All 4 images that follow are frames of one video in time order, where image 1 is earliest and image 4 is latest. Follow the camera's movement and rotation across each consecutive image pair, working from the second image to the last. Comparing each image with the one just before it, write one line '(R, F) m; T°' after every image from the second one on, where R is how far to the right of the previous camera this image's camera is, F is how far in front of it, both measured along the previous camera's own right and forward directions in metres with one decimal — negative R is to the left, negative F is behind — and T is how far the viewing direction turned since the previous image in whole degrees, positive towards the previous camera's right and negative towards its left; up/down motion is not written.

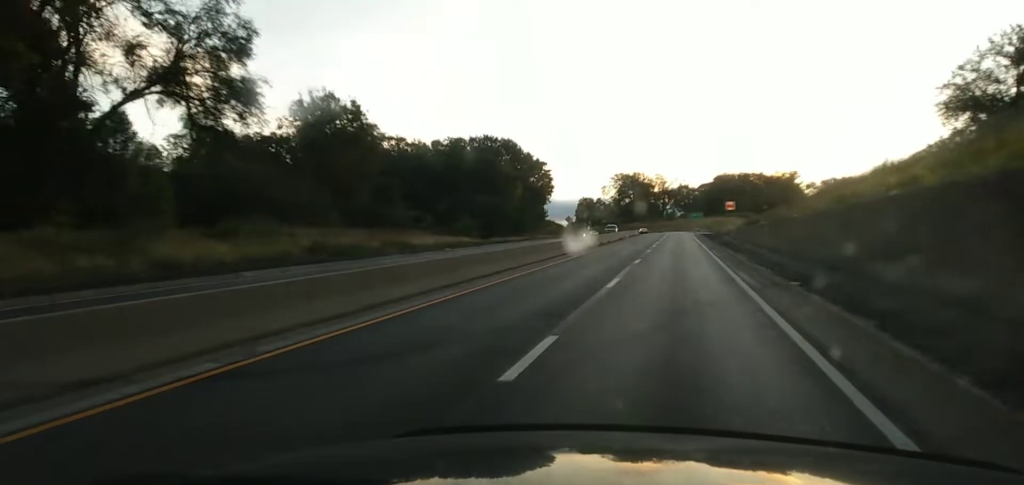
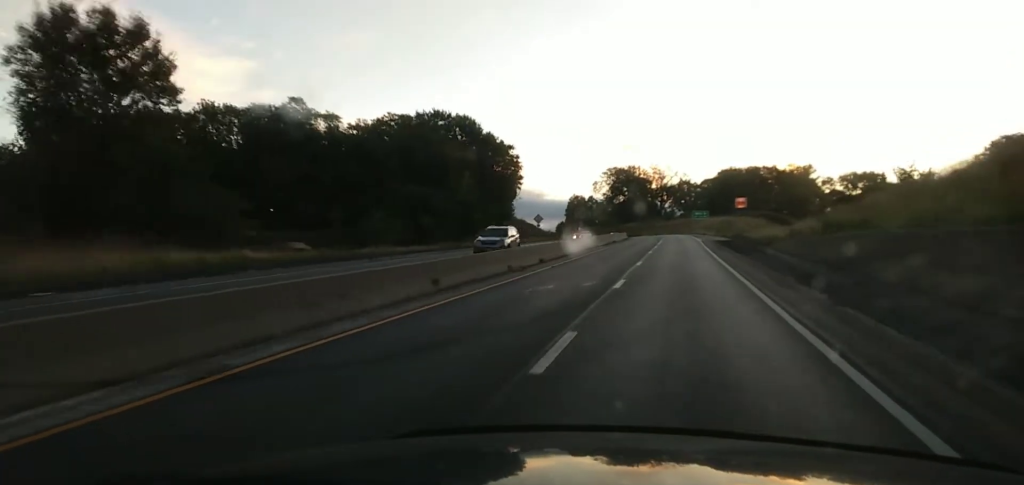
(-0.1, +36.7) m; -1°
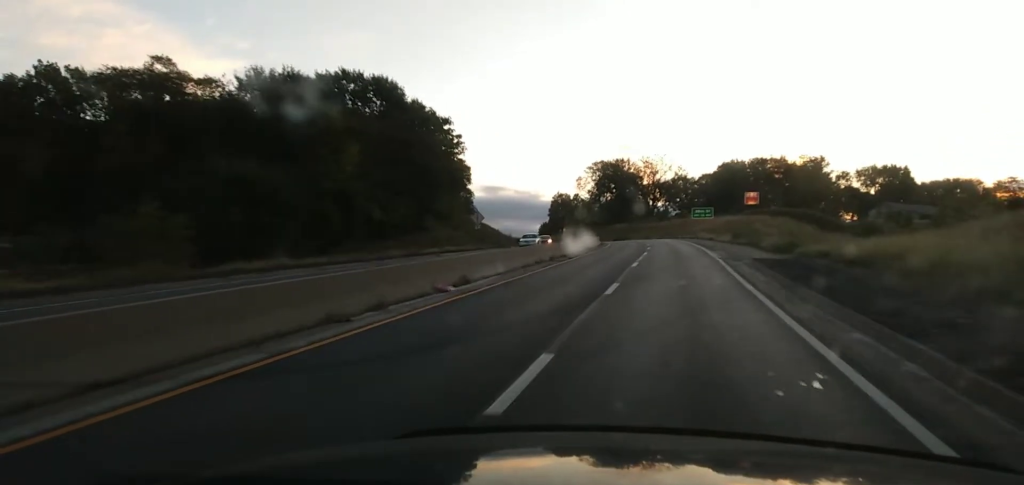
(-0.2, +38.9) m; 0°
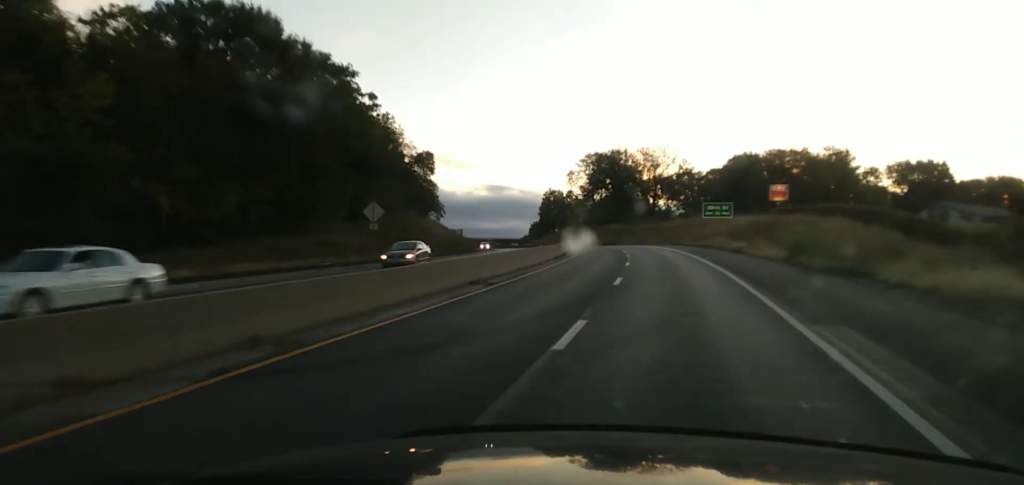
(+0.4, +31.6) m; 0°
